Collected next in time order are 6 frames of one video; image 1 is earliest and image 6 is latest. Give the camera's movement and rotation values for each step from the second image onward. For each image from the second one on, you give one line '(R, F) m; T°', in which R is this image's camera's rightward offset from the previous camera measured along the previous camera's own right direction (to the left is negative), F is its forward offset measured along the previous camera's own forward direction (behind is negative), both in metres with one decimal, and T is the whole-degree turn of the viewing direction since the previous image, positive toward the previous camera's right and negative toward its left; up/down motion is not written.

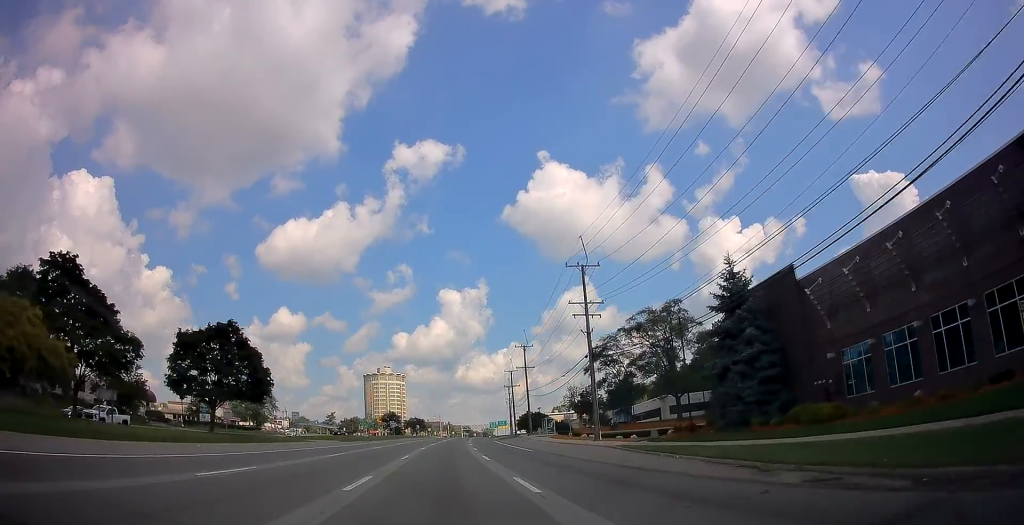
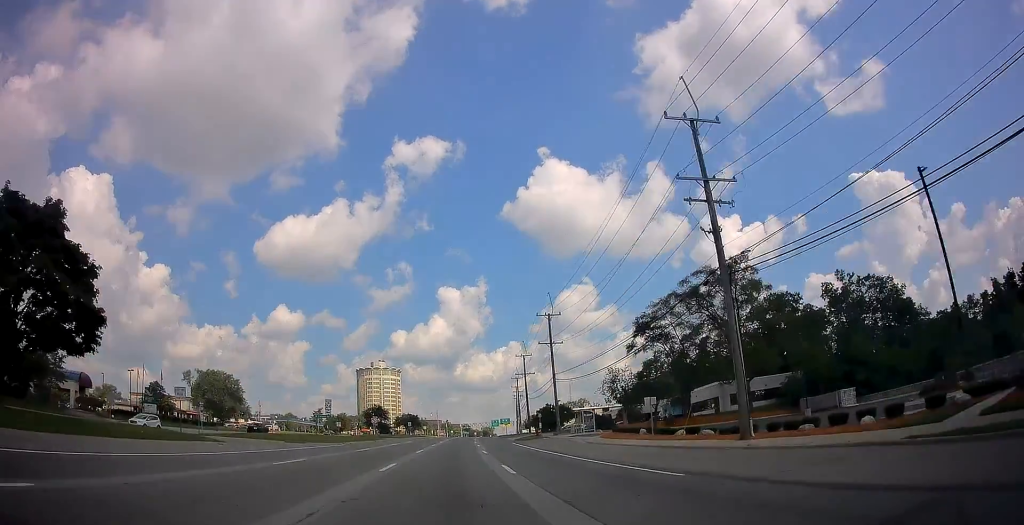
(-0.4, +24.7) m; -1°
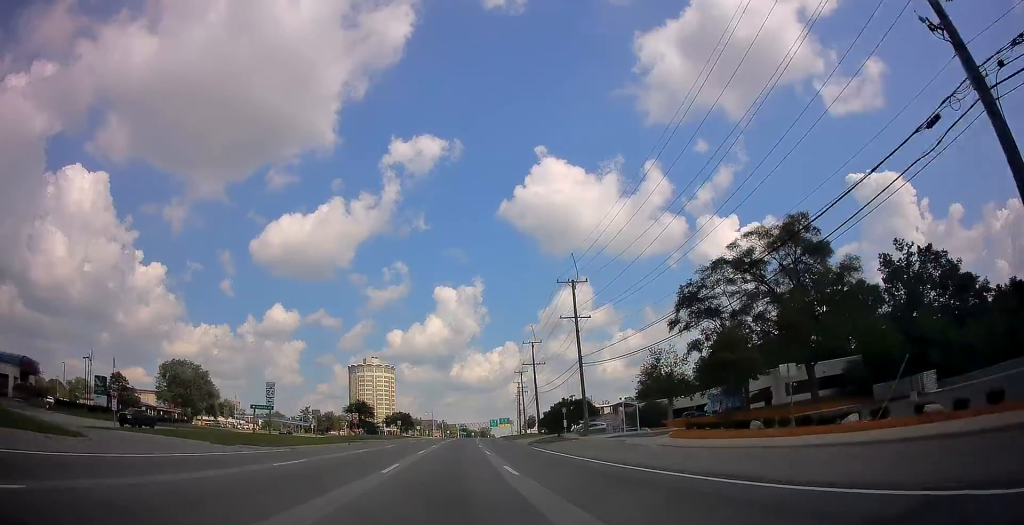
(0.0, +16.2) m; 0°
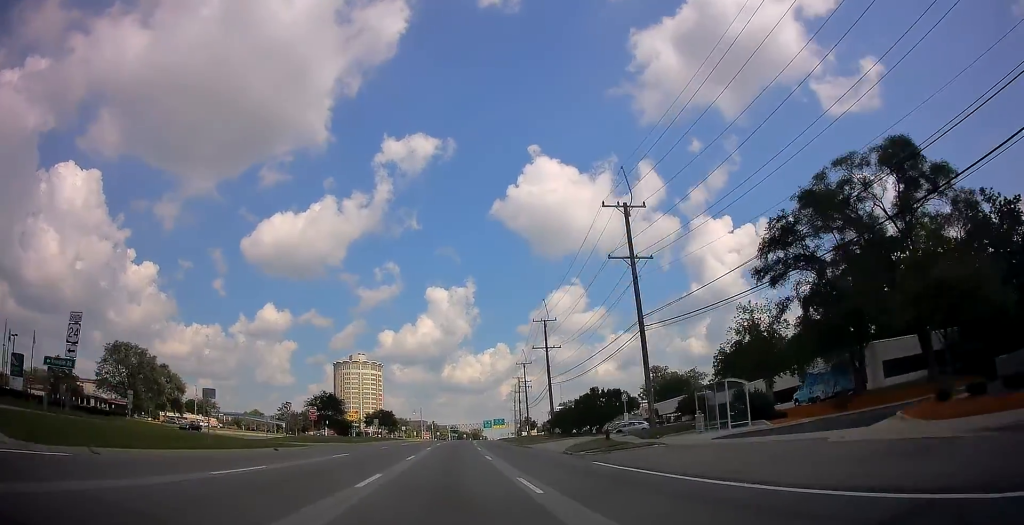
(0.0, +19.8) m; +1°
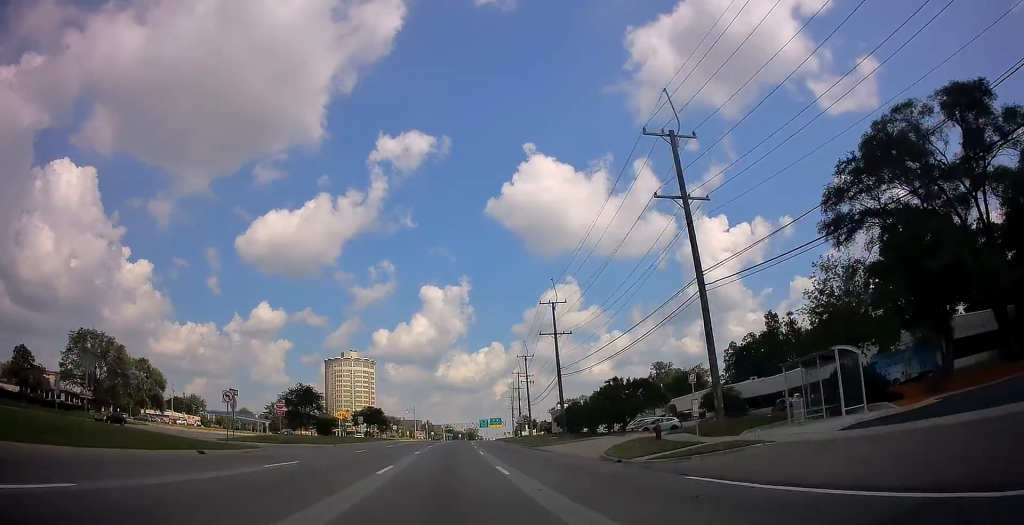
(+0.1, +9.4) m; +1°
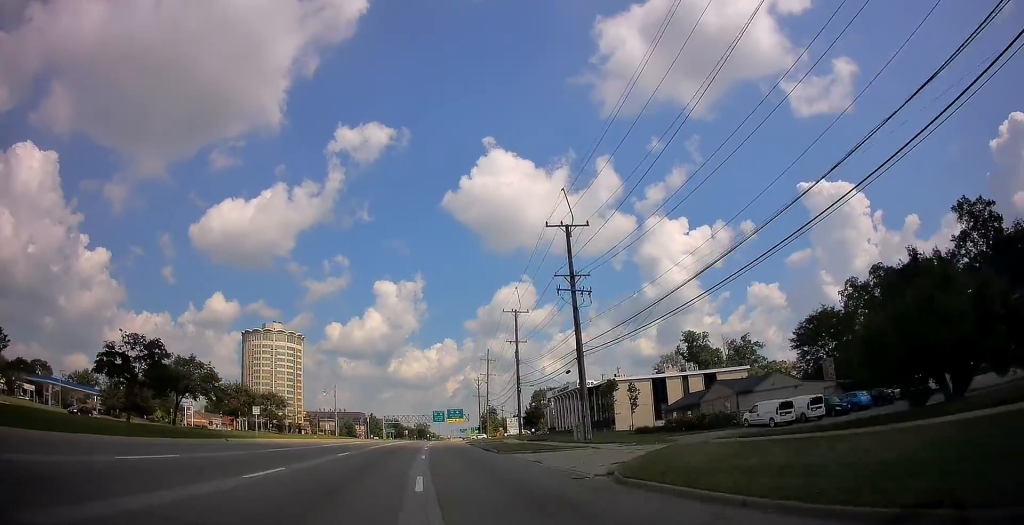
(+3.3, +66.7) m; +5°
